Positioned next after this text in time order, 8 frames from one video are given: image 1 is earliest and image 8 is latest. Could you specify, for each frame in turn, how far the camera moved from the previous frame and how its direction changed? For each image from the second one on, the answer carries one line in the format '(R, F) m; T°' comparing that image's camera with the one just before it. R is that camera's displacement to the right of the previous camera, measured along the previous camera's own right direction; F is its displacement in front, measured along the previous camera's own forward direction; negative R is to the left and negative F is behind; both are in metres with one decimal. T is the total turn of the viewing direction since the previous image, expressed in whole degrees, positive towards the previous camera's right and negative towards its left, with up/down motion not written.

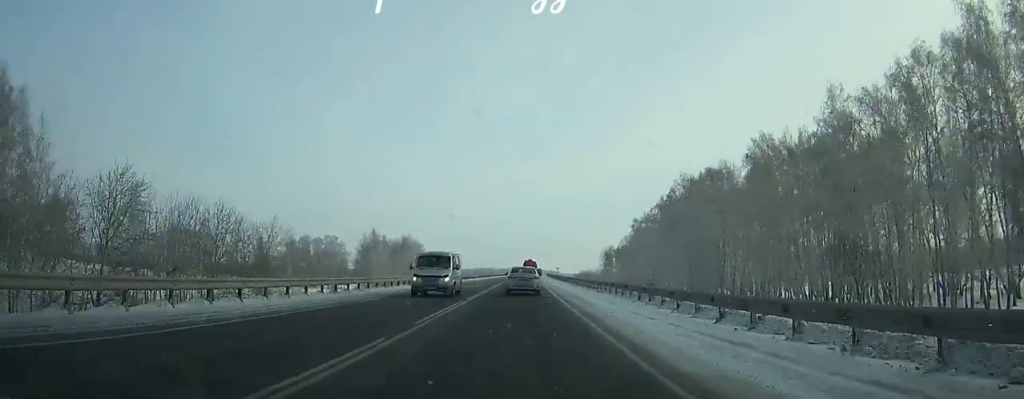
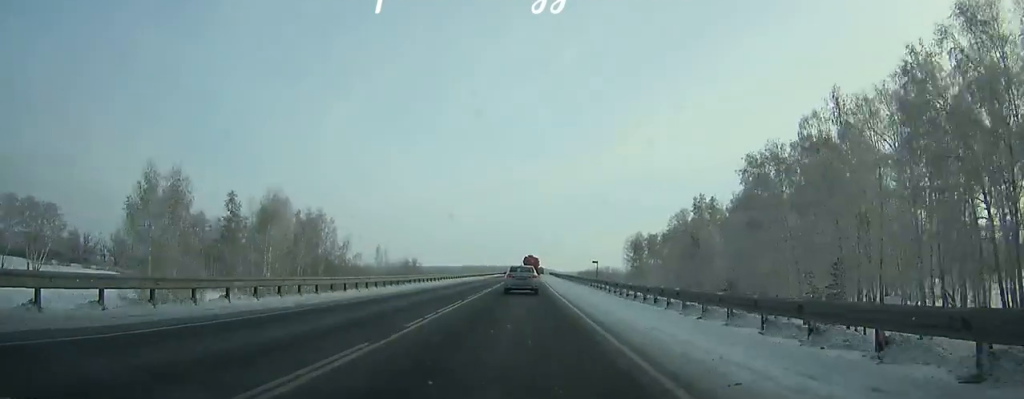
(+0.5, +70.3) m; +1°
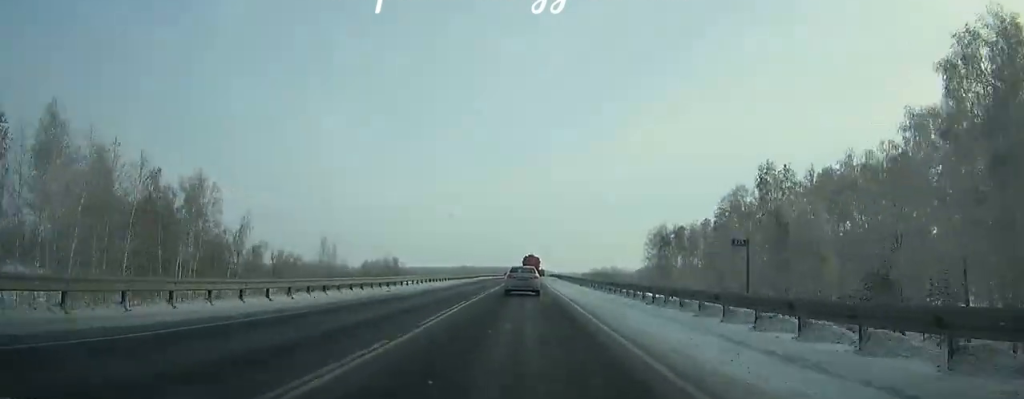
(0.0, +33.3) m; +1°
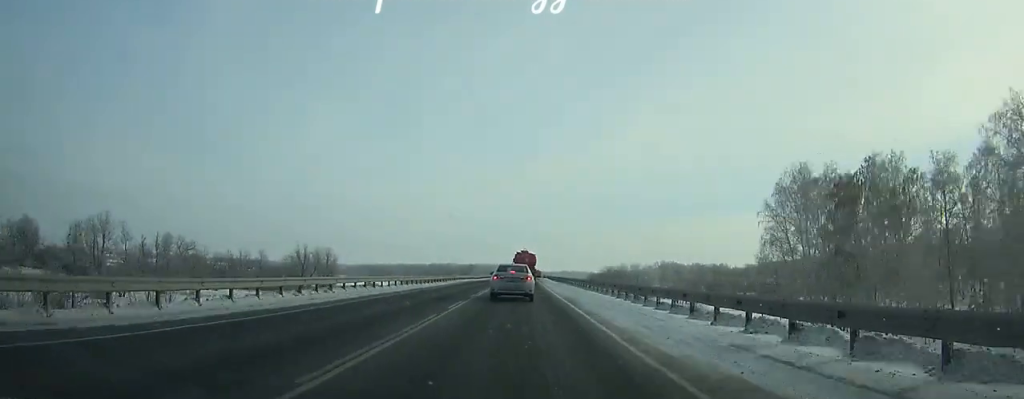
(+0.7, +69.8) m; +1°
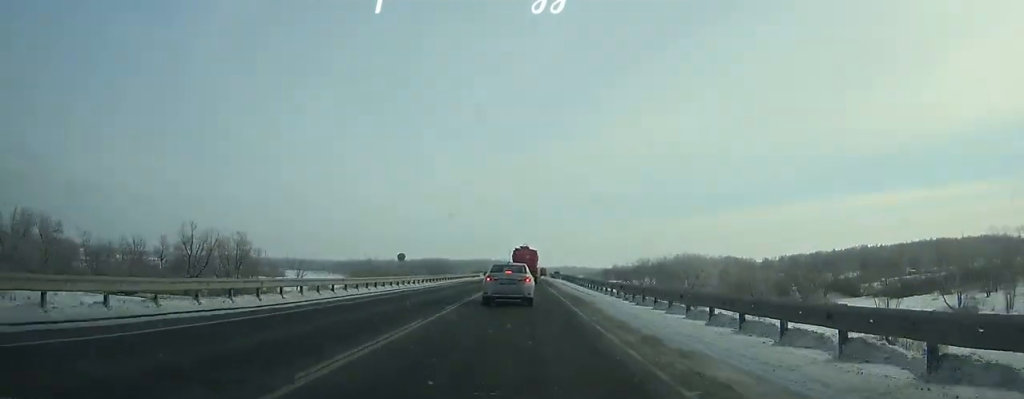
(+0.3, +56.0) m; +1°
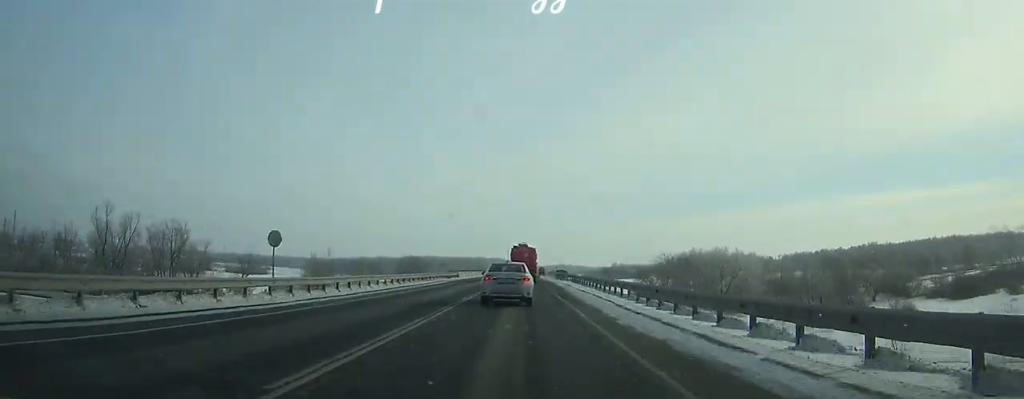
(+0.1, +24.5) m; 0°
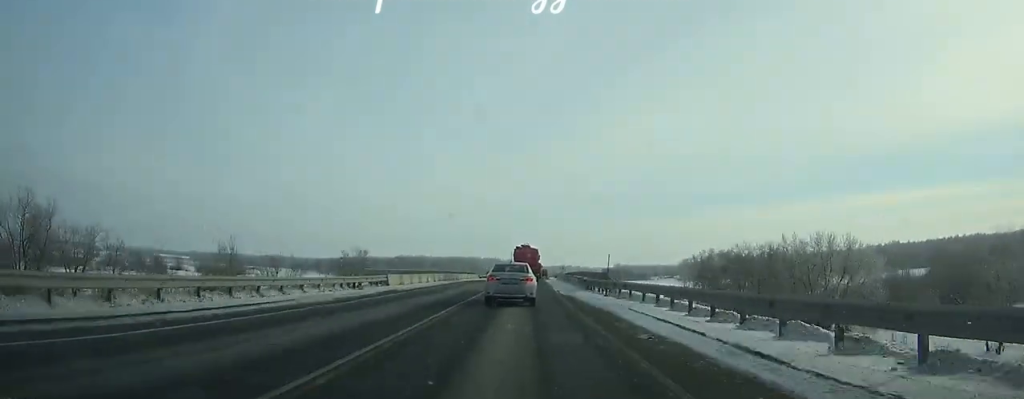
(+0.2, +38.0) m; +1°
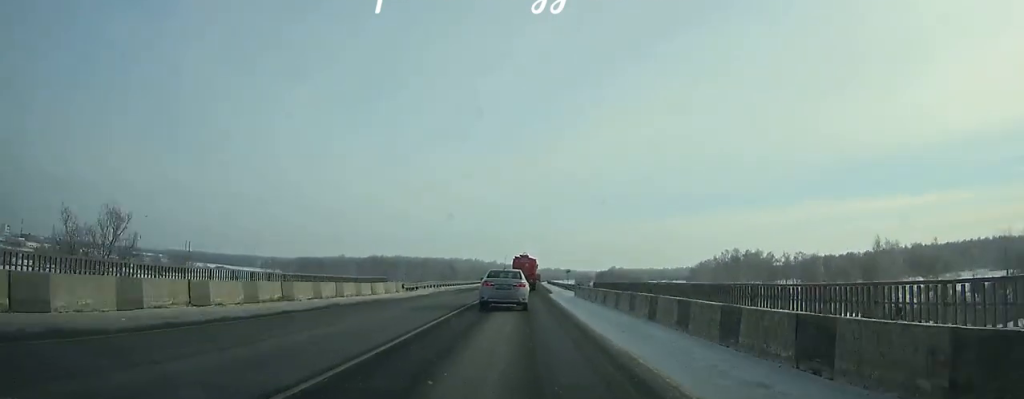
(+0.5, +51.5) m; +1°
